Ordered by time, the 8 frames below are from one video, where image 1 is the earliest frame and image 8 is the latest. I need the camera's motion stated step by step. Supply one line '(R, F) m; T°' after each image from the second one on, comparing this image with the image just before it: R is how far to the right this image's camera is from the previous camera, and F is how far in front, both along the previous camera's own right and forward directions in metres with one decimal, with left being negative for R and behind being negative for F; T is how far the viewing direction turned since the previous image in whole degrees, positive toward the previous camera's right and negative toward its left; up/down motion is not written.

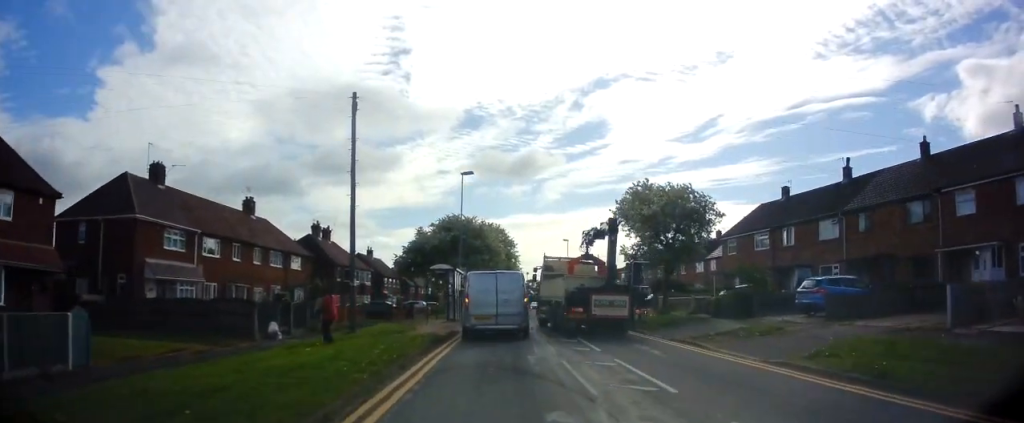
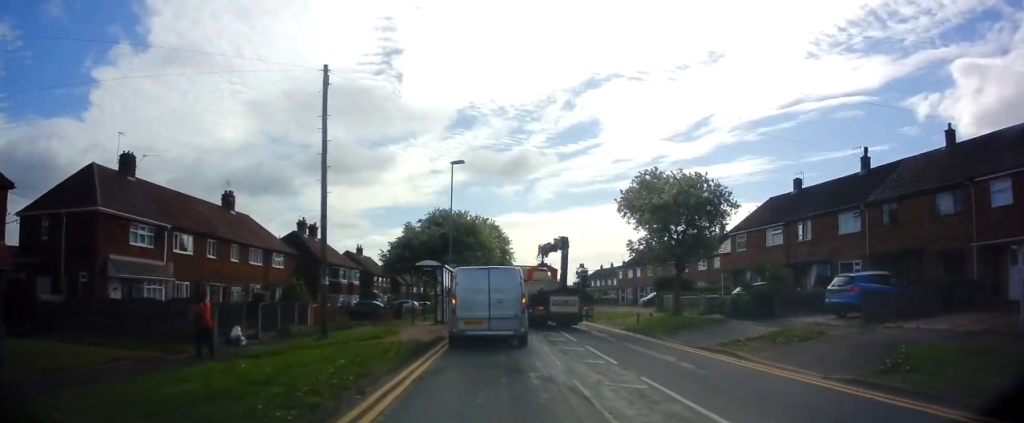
(0.0, +2.9) m; 0°
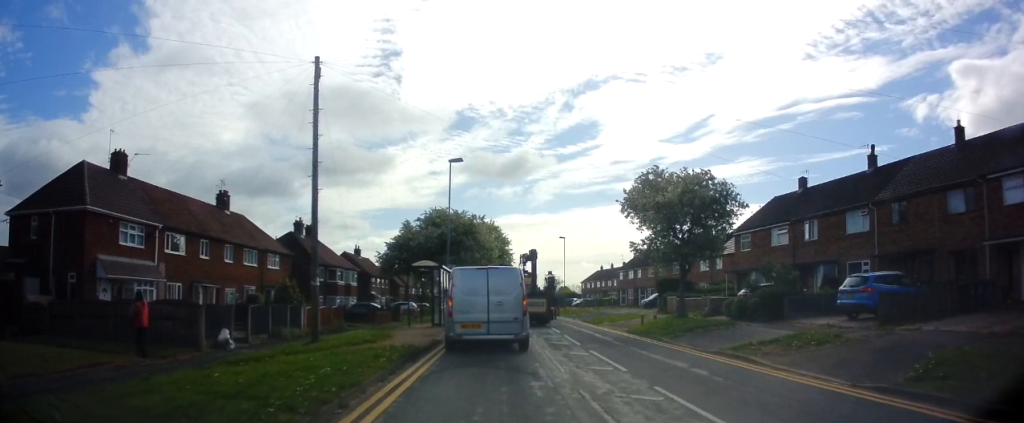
(0.0, +1.0) m; 0°
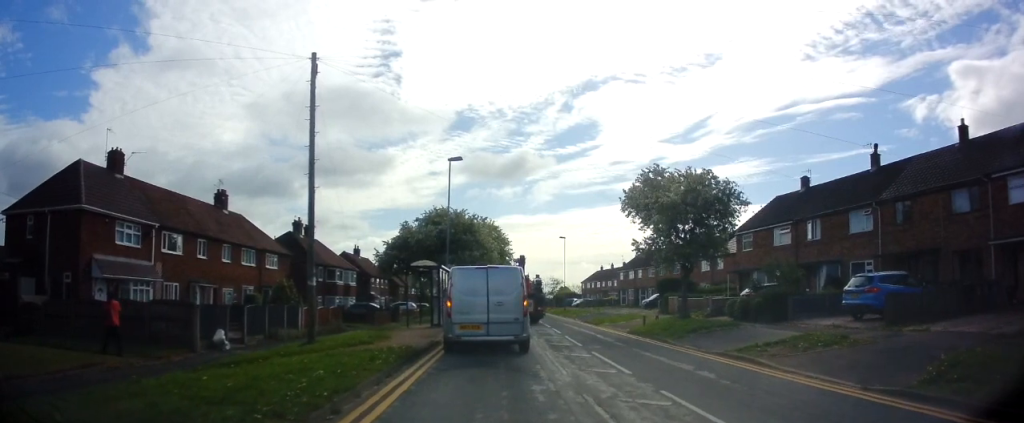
(0.0, +0.3) m; 0°
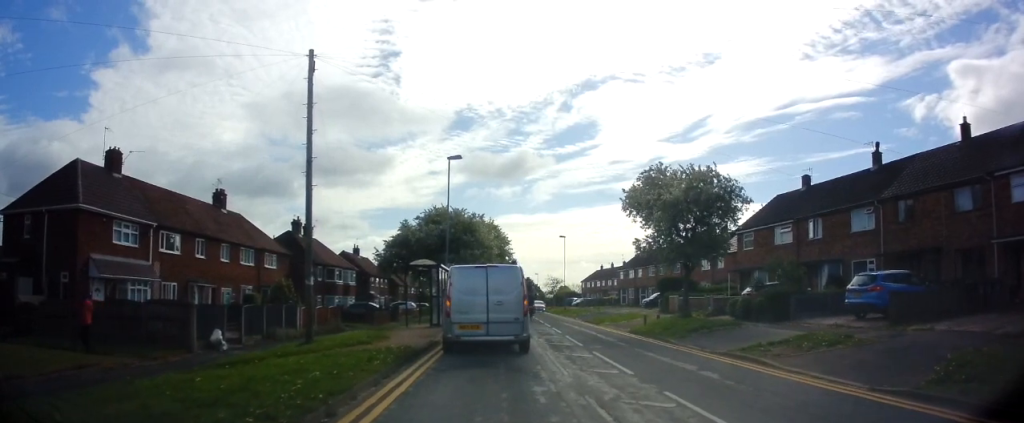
(0.0, +0.2) m; 0°
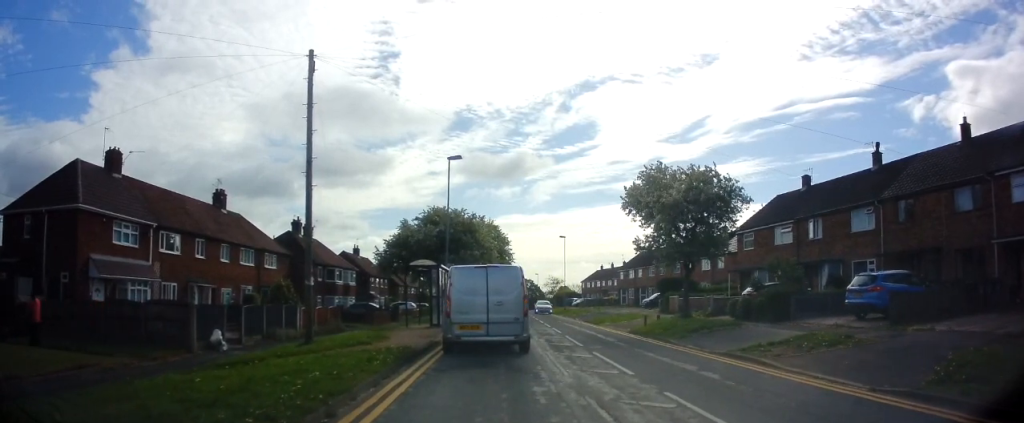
(0.0, +0.2) m; 0°
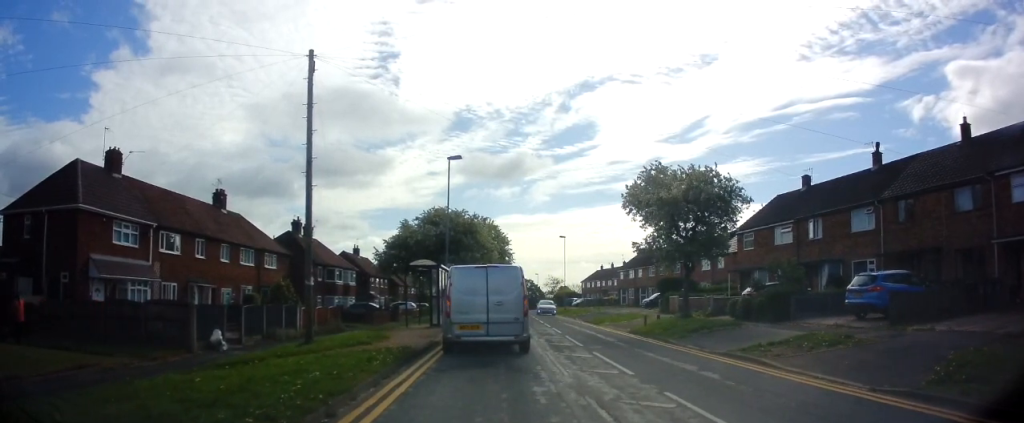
(0.0, 0.0) m; 0°
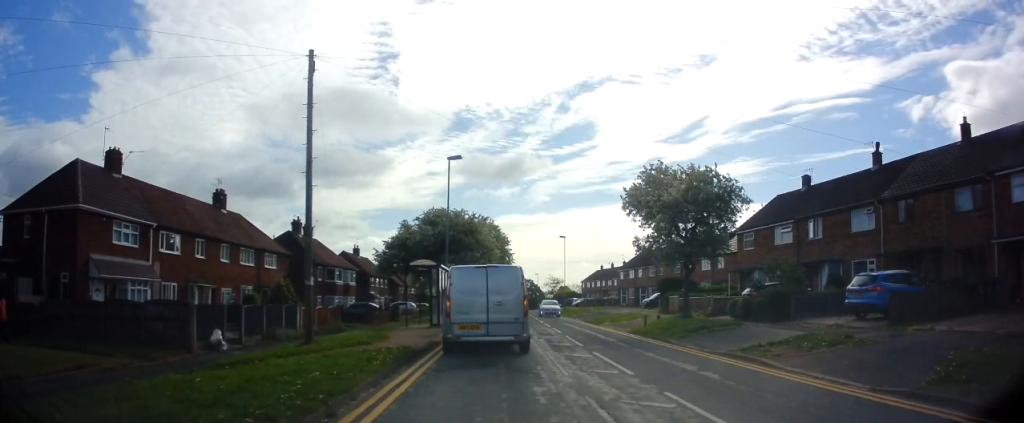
(0.0, 0.0) m; 0°
